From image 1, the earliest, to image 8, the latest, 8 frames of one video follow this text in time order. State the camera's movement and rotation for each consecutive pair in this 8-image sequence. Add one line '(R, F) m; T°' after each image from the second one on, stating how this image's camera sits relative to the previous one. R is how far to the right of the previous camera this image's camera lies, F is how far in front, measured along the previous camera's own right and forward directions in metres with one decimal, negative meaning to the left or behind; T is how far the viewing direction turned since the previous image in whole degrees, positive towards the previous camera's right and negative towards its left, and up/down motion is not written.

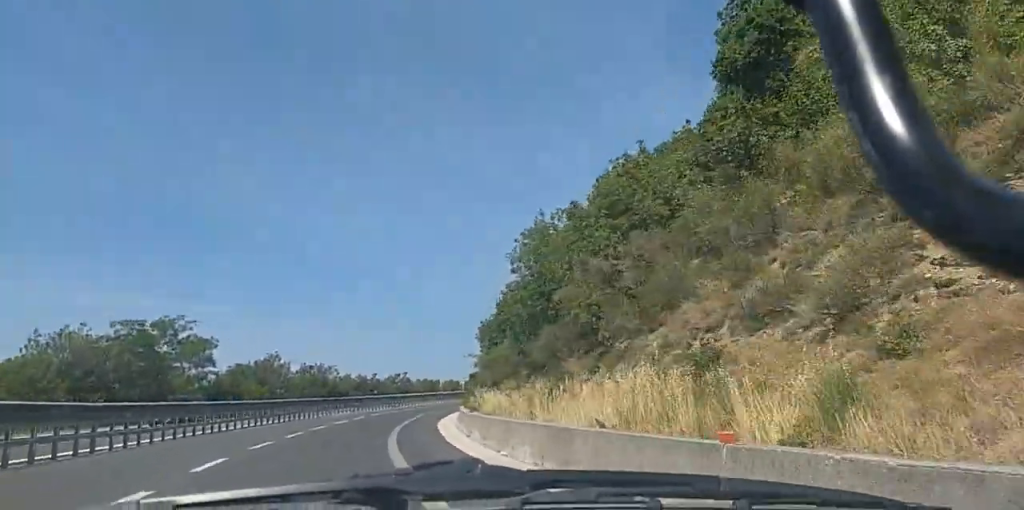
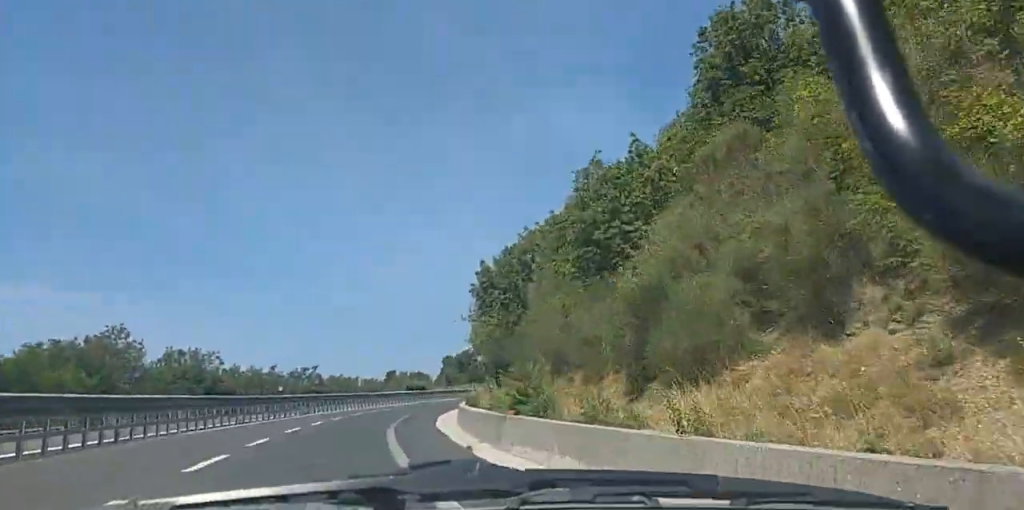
(+1.9, +31.7) m; +9°
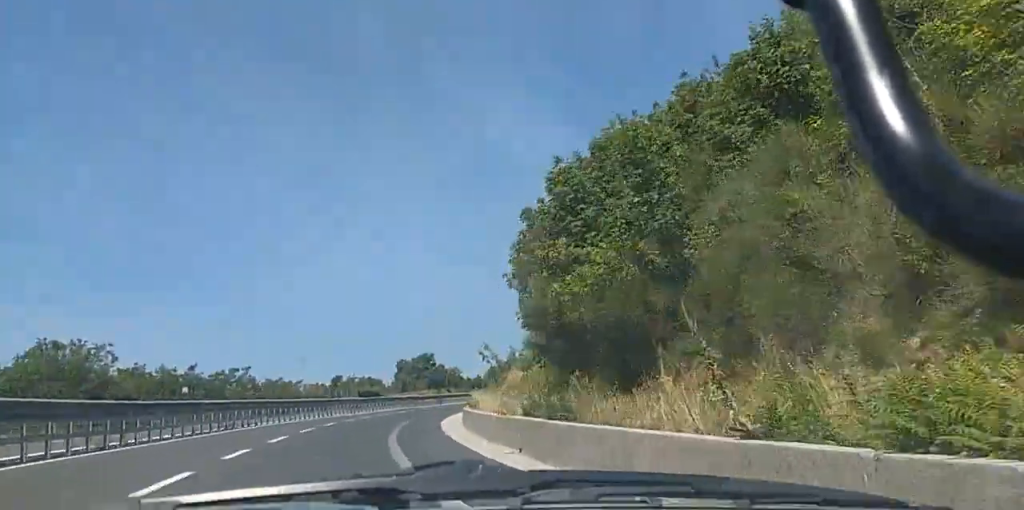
(+0.8, +19.4) m; +7°
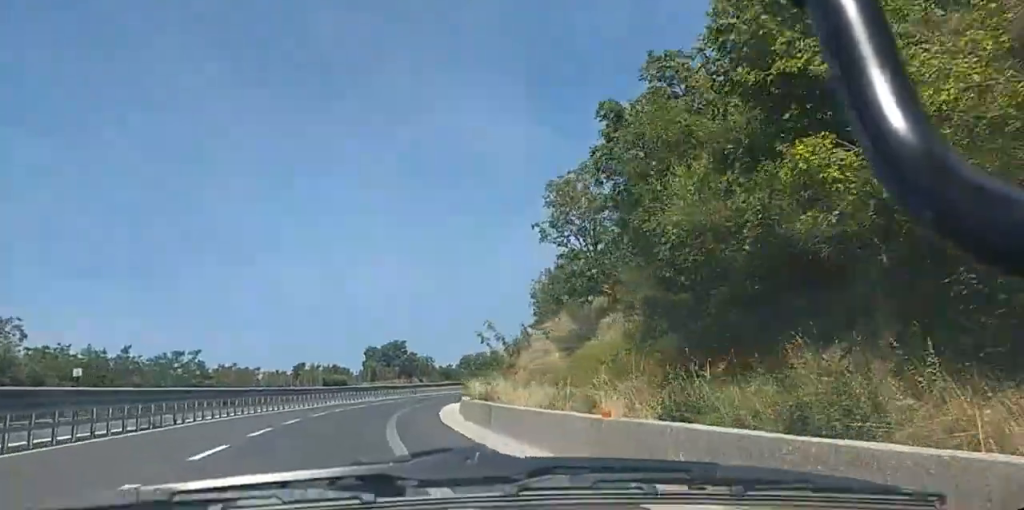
(+0.9, +10.6) m; +3°
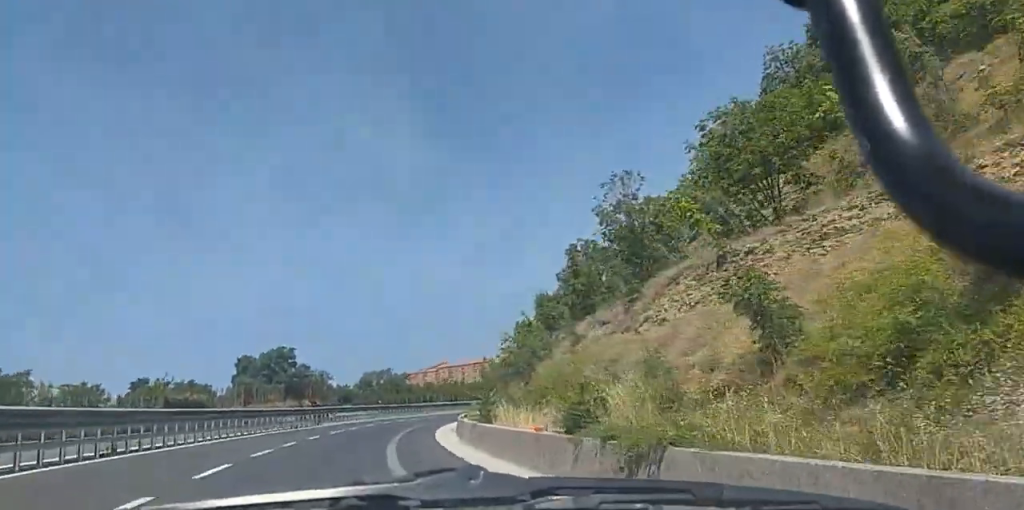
(+2.8, +35.0) m; +9°
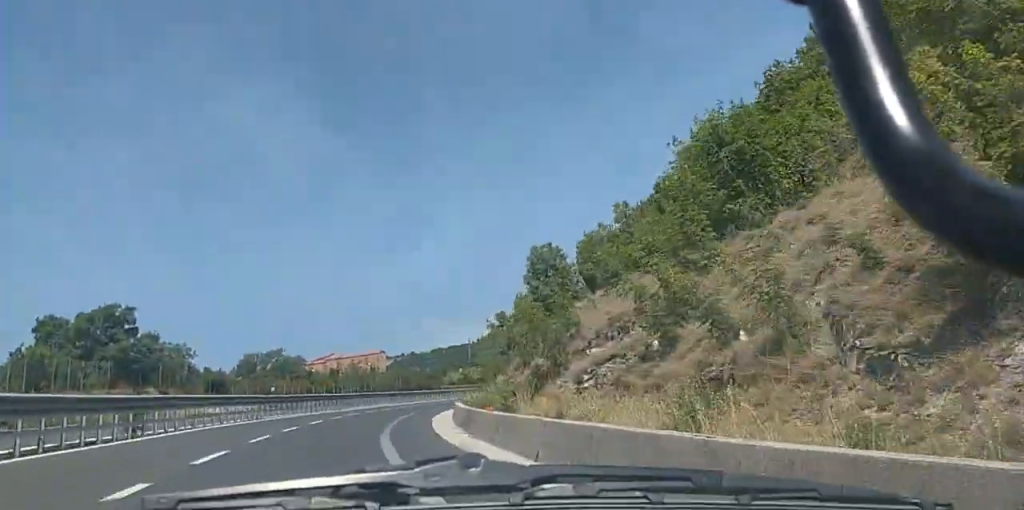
(+2.7, +32.3) m; +8°
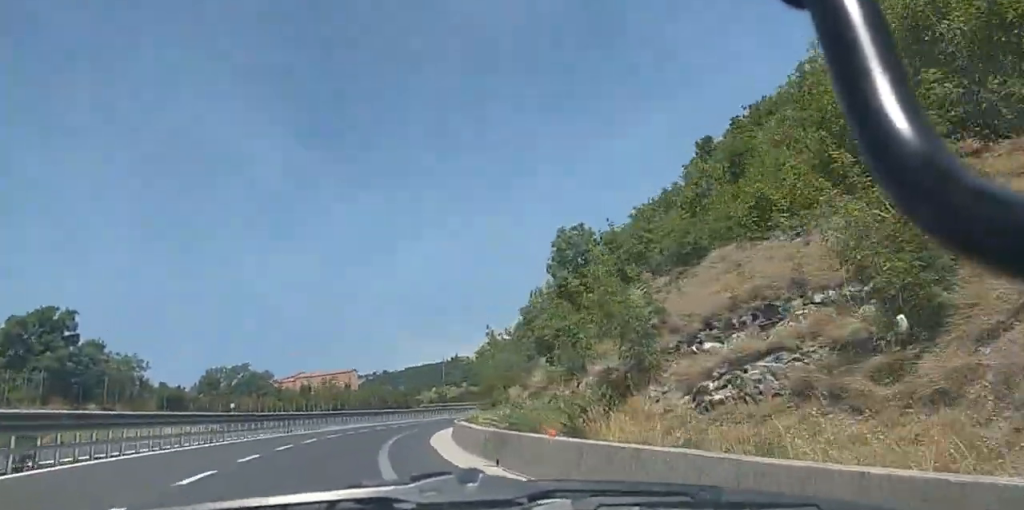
(+0.2, +7.9) m; +2°
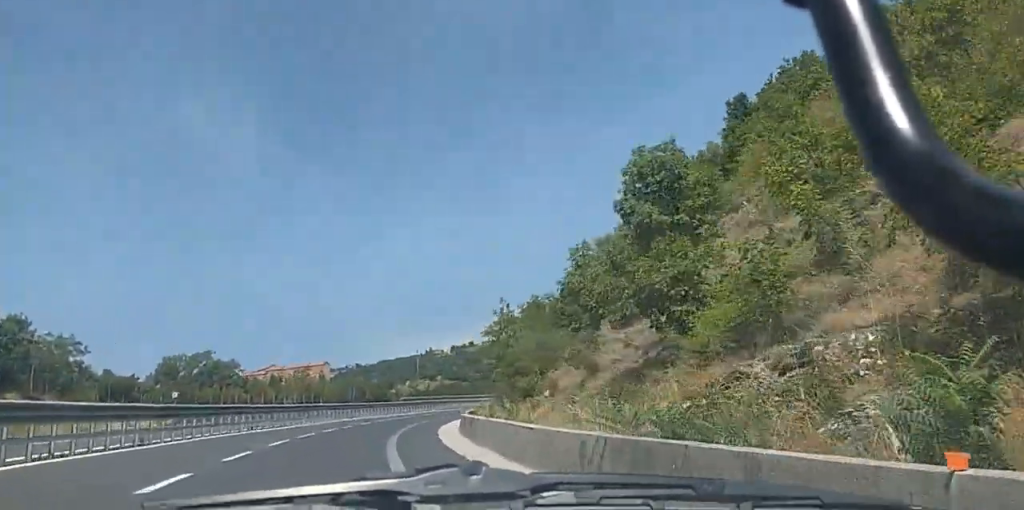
(0.0, +9.9) m; +3°
